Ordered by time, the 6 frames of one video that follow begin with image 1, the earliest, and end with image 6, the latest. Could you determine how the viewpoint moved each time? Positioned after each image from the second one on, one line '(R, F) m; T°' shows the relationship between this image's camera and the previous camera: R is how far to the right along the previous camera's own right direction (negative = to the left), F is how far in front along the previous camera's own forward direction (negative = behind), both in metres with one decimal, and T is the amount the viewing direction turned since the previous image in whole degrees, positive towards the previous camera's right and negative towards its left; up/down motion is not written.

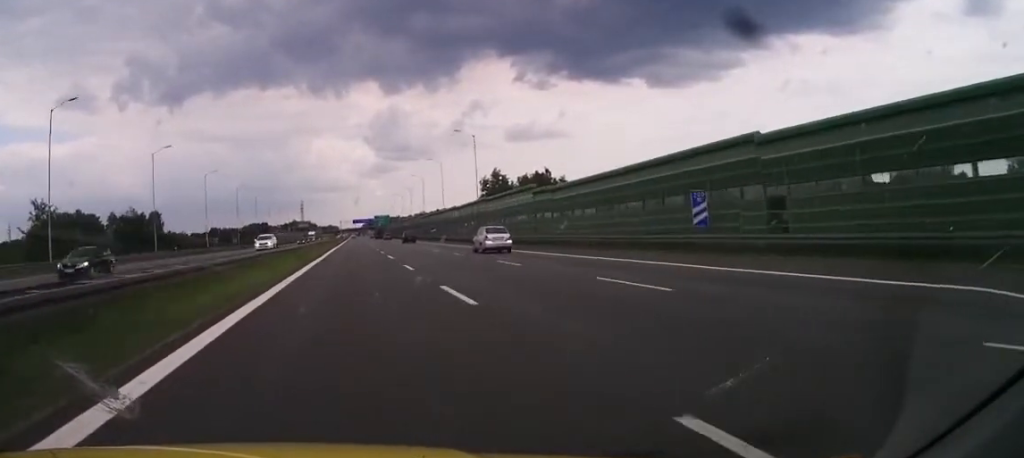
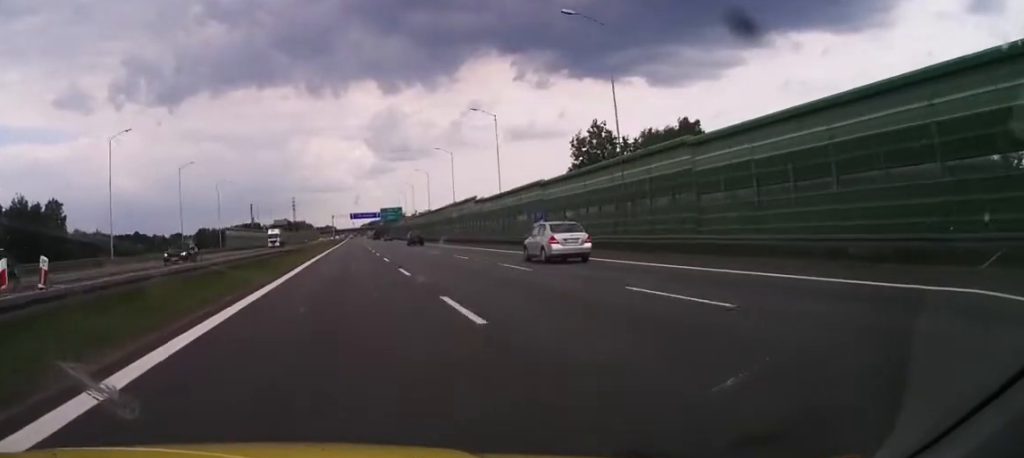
(+1.0, +74.6) m; +1°
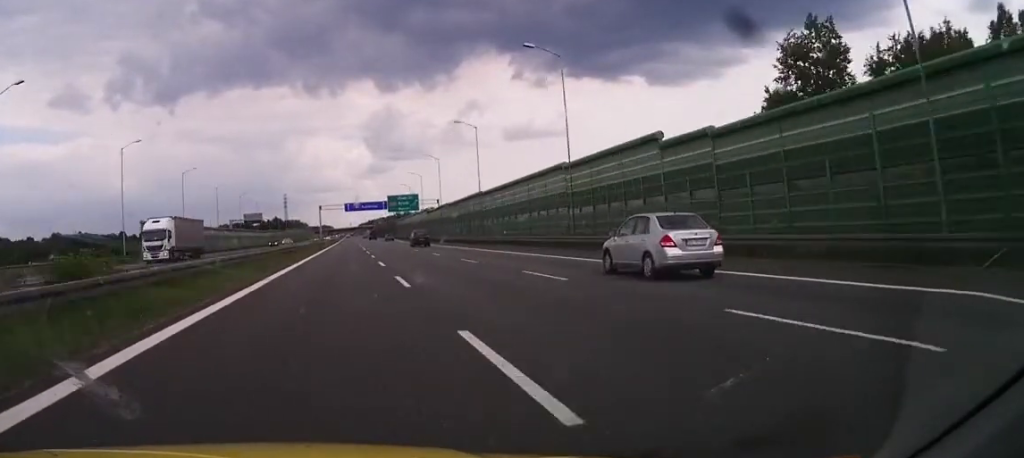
(+0.1, +52.9) m; +1°
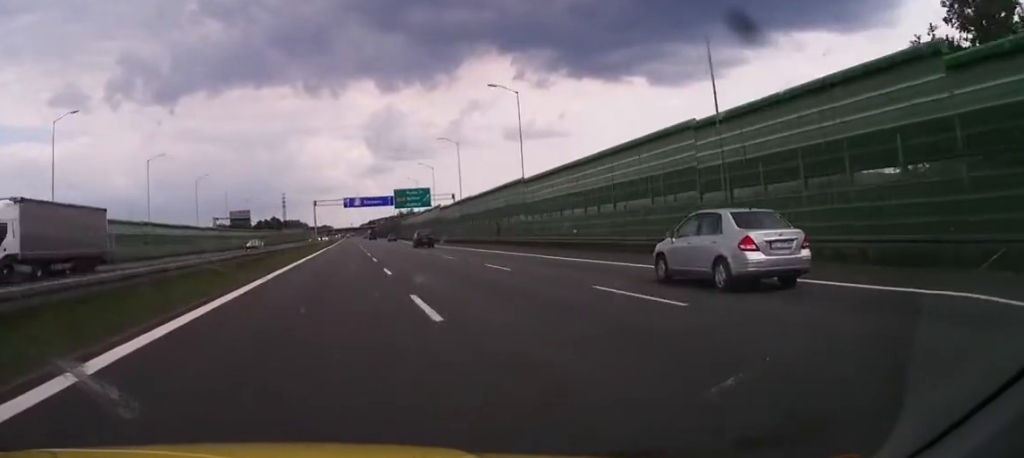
(+0.1, +18.8) m; 0°
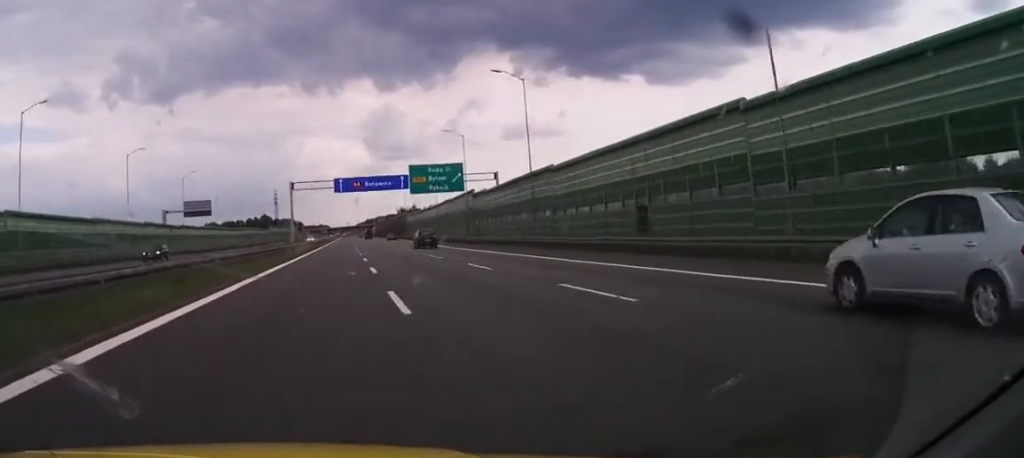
(-0.1, +35.1) m; 0°
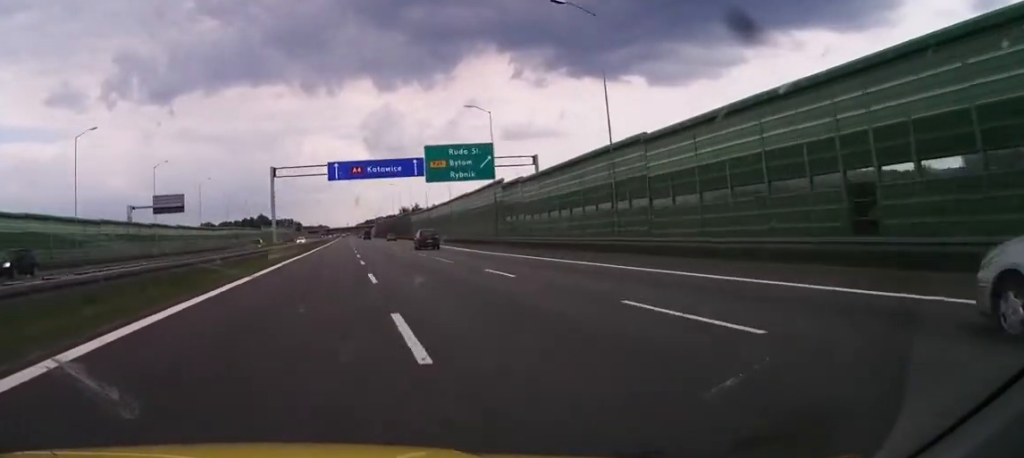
(-0.3, +16.3) m; 0°
